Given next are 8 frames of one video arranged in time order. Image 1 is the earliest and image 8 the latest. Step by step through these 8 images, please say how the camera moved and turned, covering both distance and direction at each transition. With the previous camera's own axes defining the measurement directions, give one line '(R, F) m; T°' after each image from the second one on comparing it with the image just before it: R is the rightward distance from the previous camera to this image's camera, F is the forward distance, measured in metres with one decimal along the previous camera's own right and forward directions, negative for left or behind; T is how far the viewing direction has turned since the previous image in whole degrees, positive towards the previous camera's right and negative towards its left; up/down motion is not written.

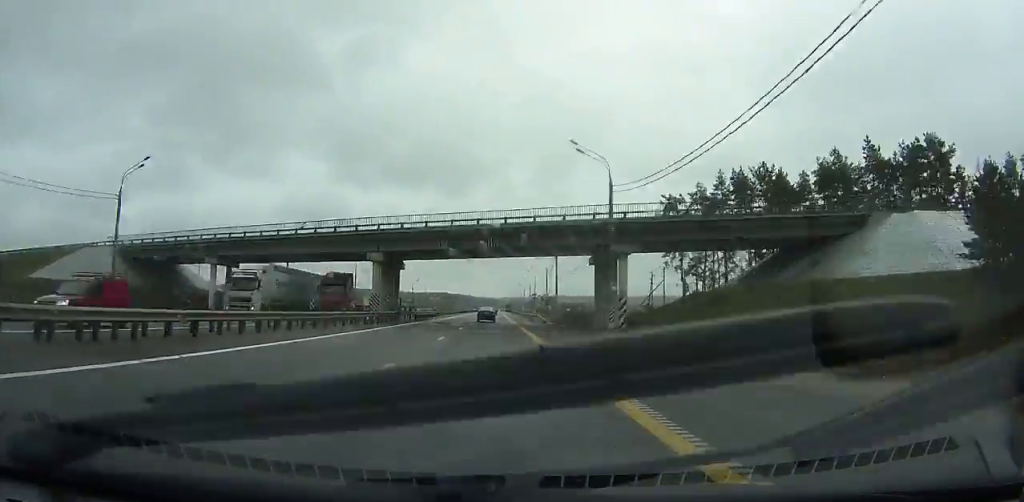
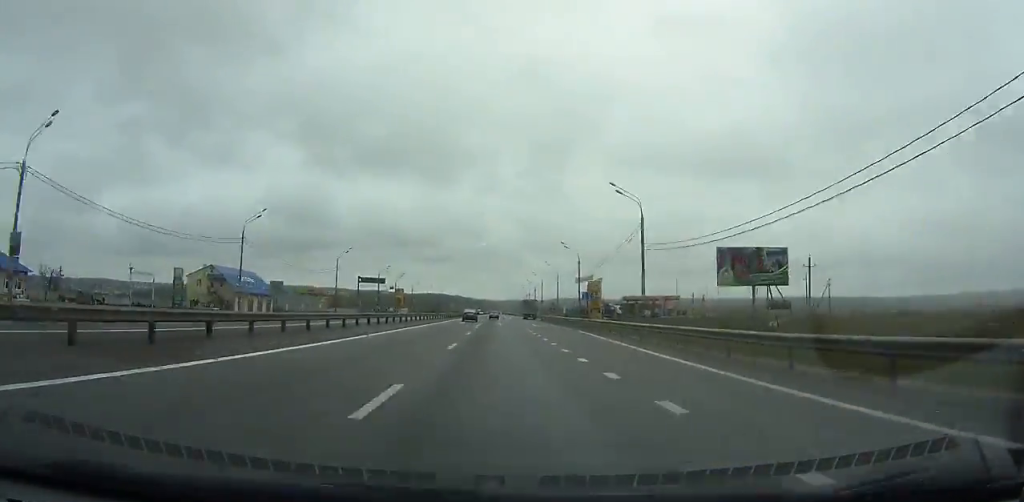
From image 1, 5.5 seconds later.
(+0.1, +168.5) m; 0°
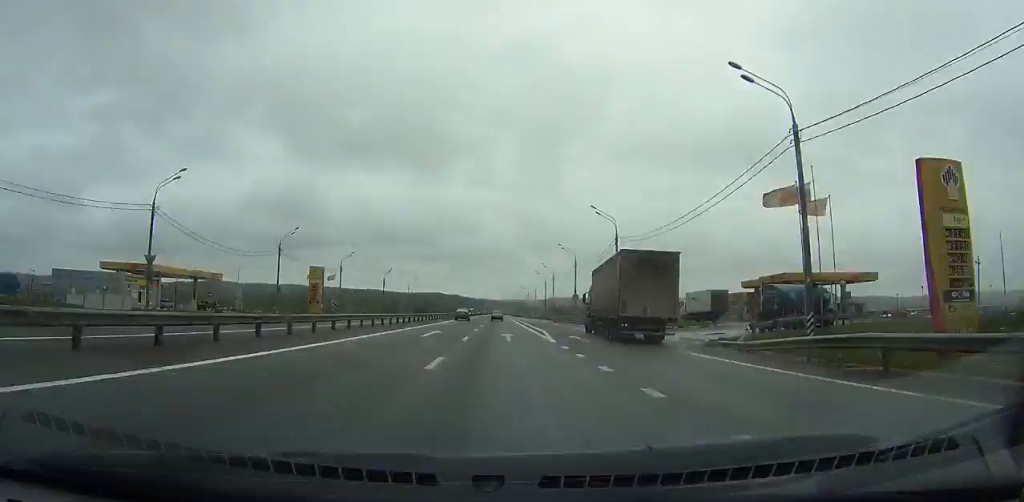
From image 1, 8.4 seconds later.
(-0.2, +88.3) m; 0°
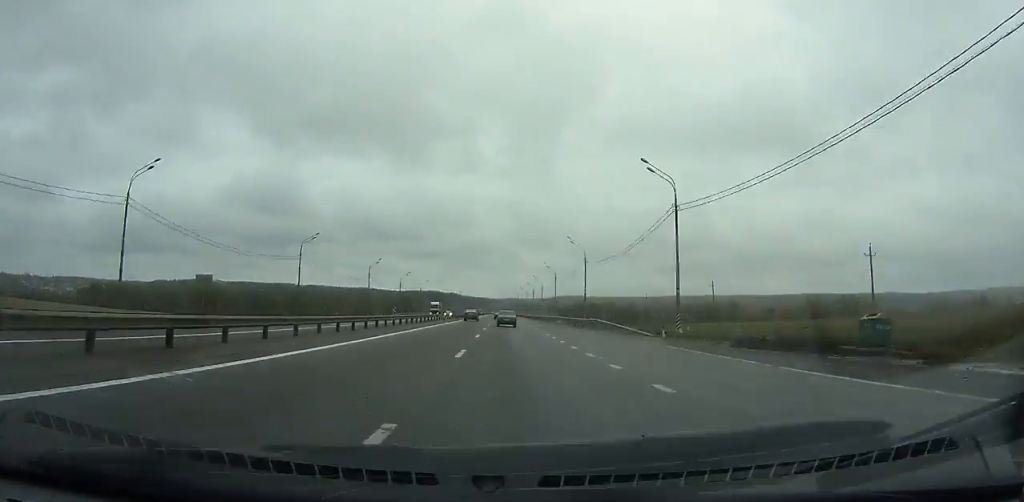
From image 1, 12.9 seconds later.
(+0.3, +138.2) m; 0°
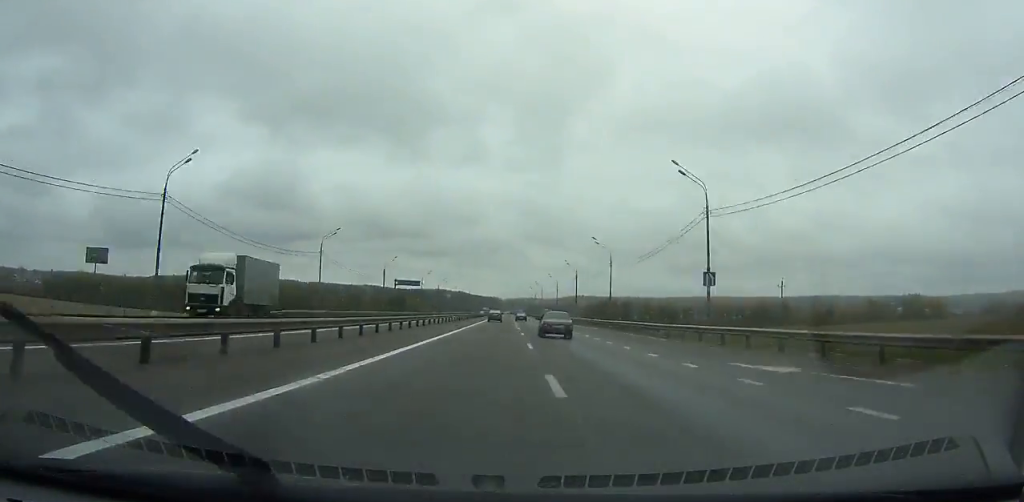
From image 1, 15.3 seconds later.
(-0.5, +74.9) m; 0°
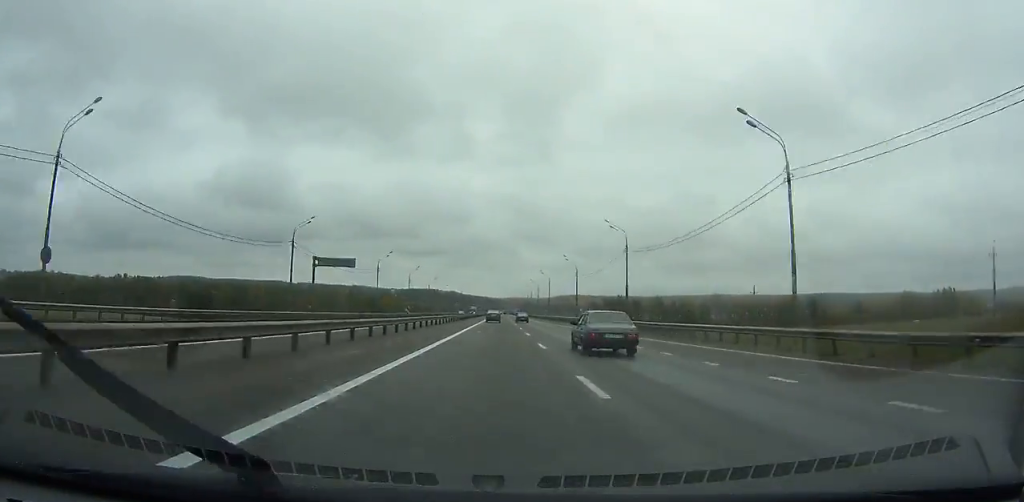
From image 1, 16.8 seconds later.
(-0.1, +47.0) m; 0°
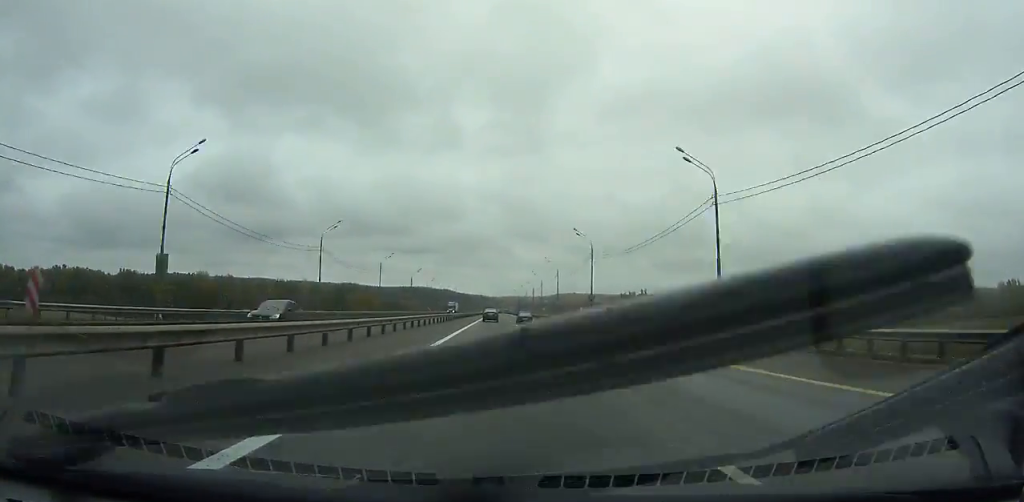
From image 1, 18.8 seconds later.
(0.0, +63.2) m; 0°
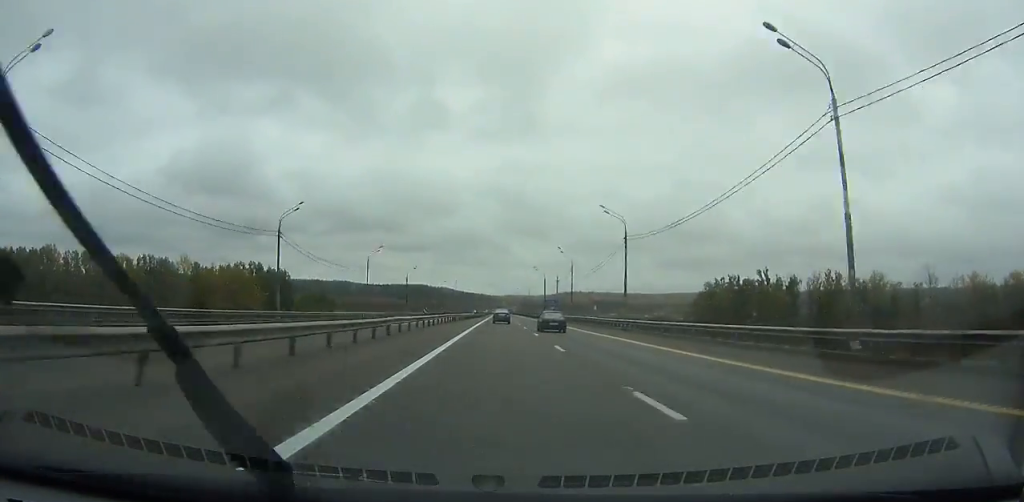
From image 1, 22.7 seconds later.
(+0.5, +123.3) m; 0°
